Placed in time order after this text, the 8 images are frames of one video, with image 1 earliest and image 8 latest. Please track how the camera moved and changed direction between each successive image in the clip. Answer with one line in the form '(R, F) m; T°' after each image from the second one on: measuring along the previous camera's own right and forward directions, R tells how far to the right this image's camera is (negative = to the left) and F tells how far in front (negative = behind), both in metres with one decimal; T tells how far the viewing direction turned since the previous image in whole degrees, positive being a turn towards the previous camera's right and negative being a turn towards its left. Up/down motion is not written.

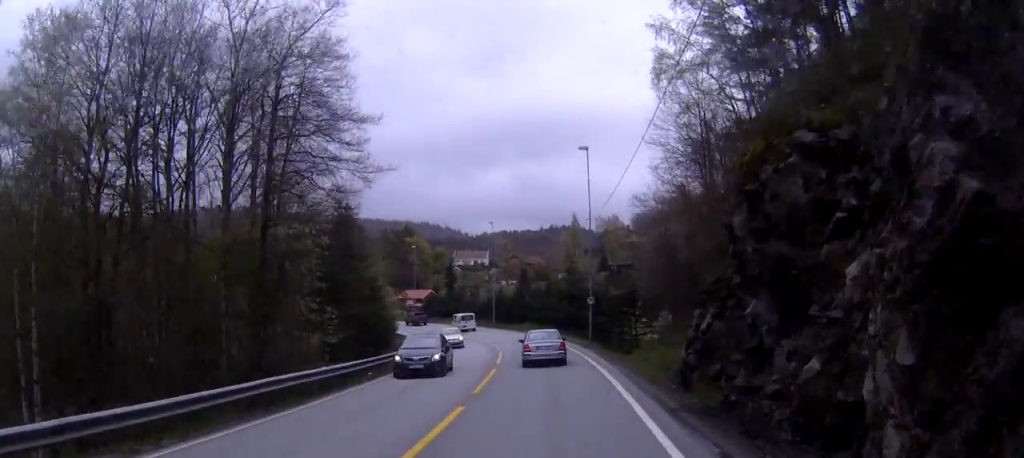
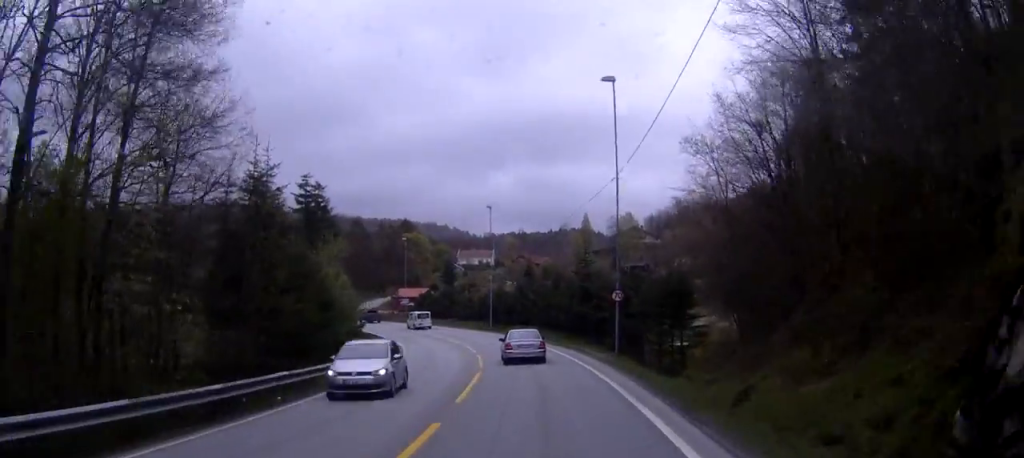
(0.0, +14.7) m; +1°
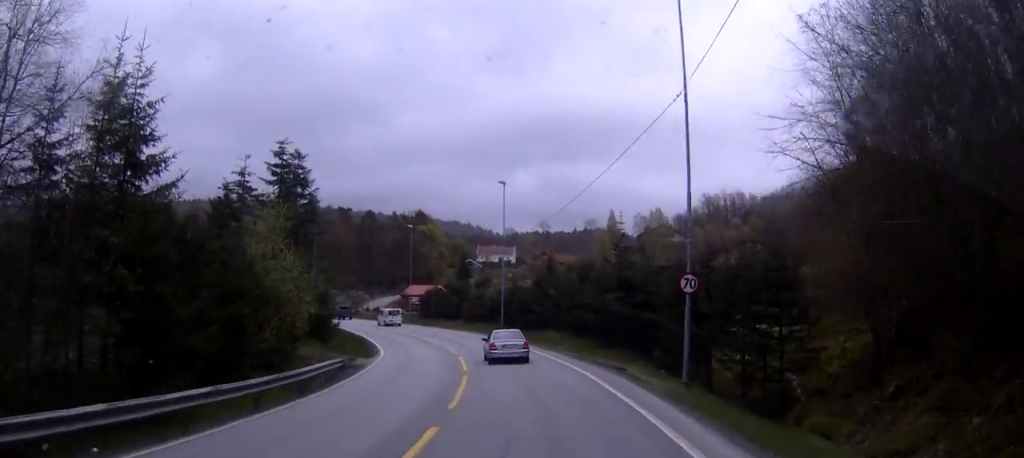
(+0.1, +12.7) m; -4°
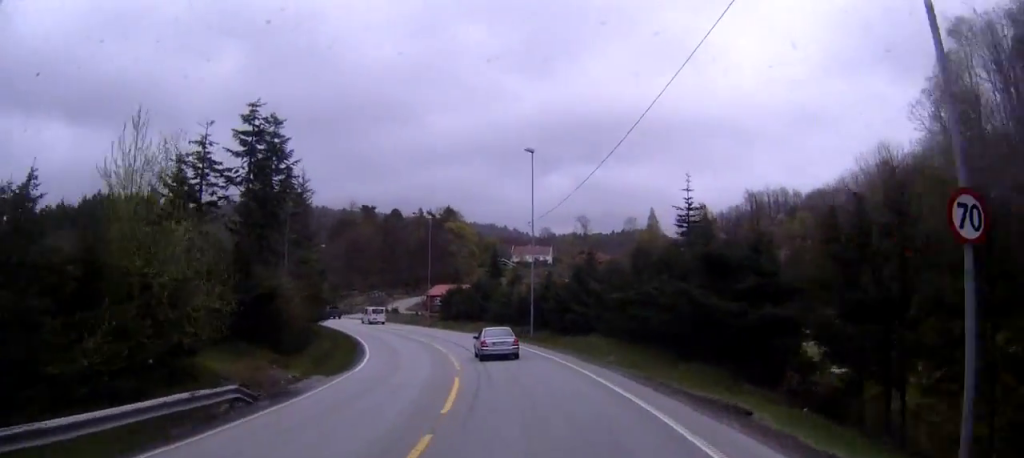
(-0.7, +12.8) m; -5°
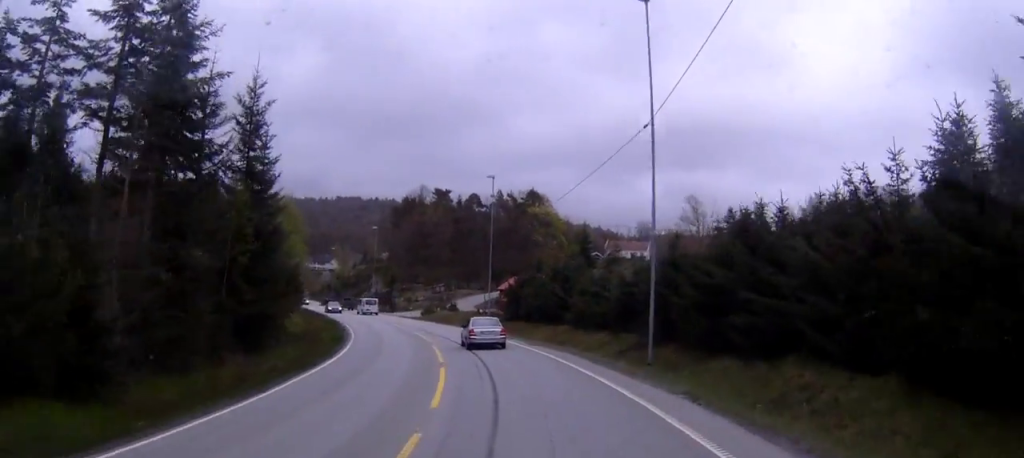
(-1.9, +24.3) m; -8°
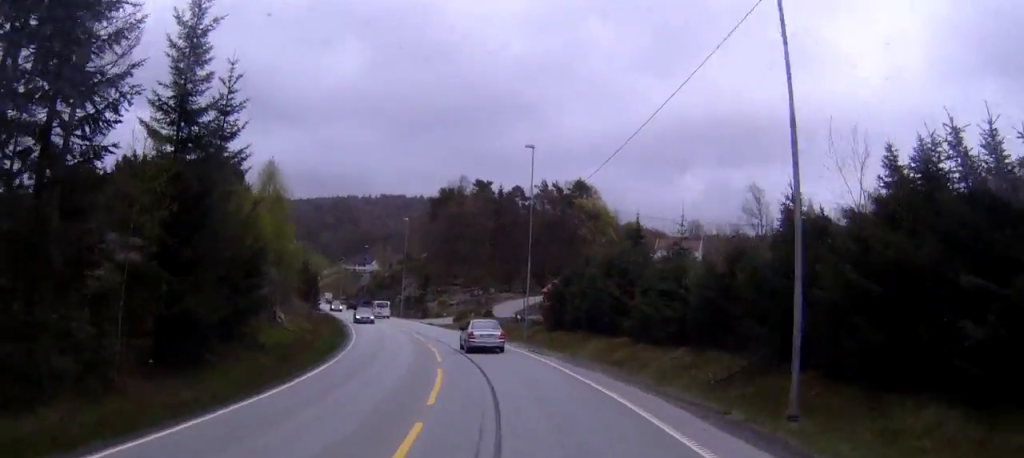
(-0.4, +10.2) m; -4°
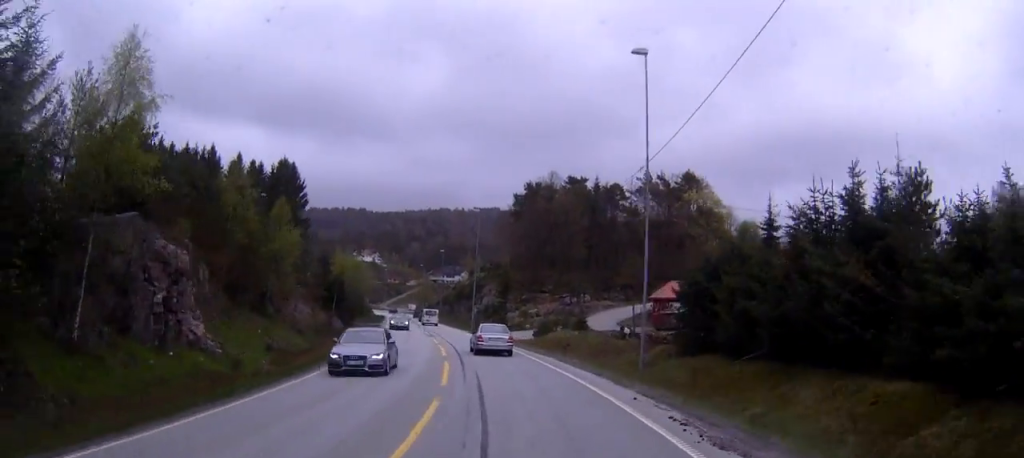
(-1.3, +20.4) m; -7°
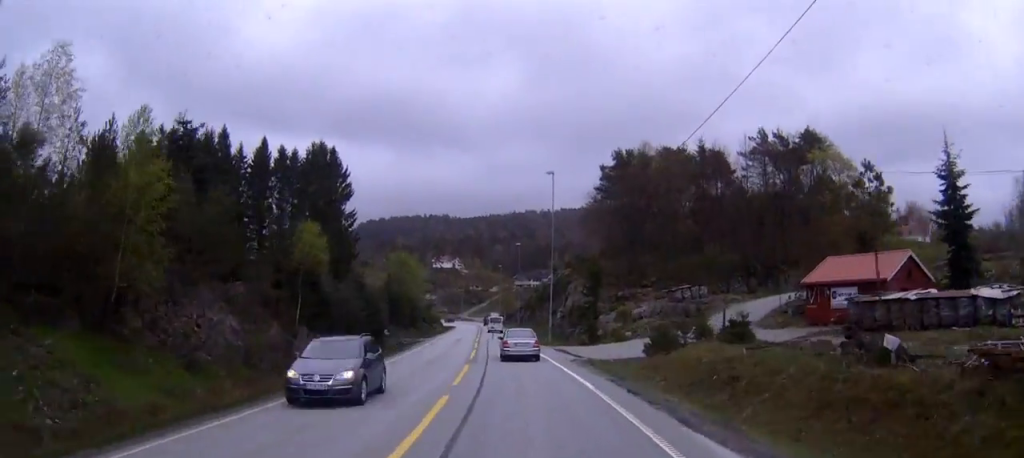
(-1.2, +22.2) m; -5°
